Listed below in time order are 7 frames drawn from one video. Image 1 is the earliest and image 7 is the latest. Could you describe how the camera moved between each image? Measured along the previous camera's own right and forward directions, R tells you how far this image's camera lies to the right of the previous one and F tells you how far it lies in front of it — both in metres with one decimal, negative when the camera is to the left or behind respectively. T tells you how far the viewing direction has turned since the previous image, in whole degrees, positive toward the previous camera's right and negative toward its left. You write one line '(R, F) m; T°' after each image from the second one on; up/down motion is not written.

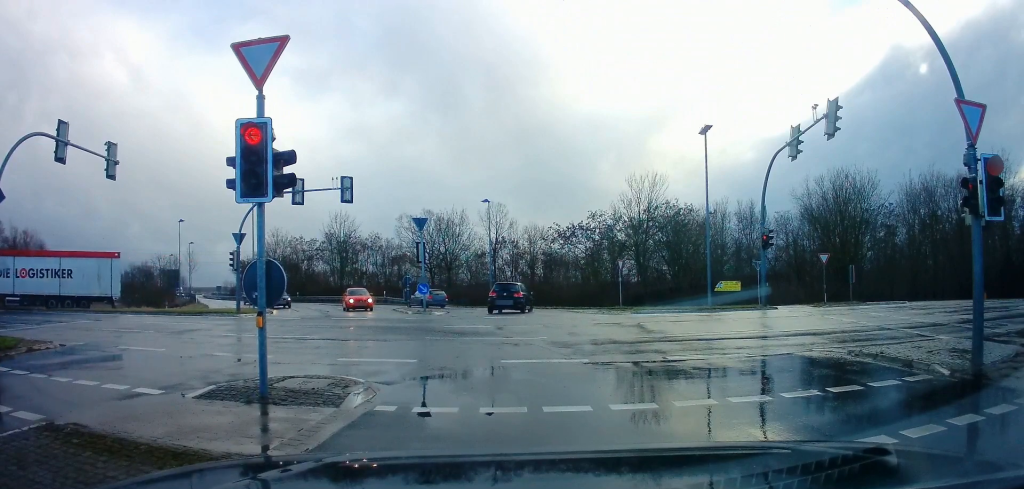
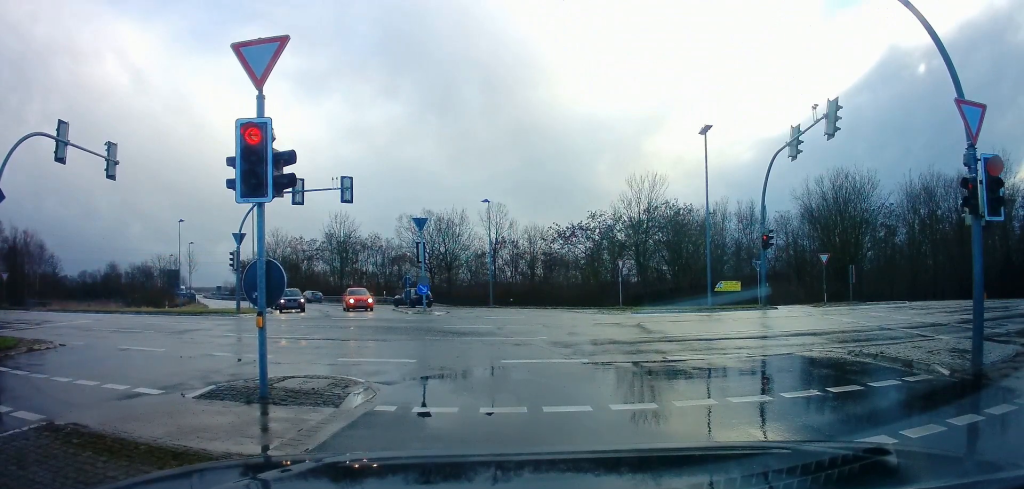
(0.0, 0.0) m; 0°
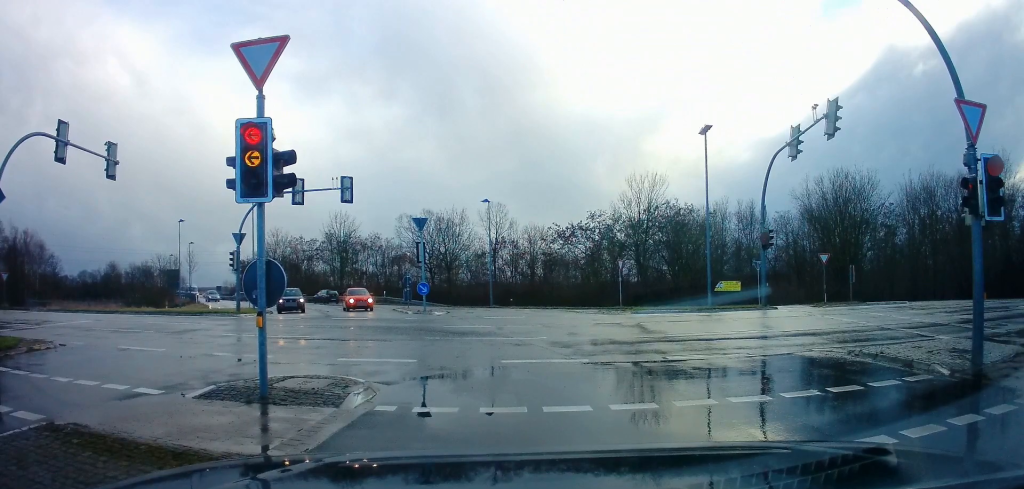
(0.0, 0.0) m; 0°
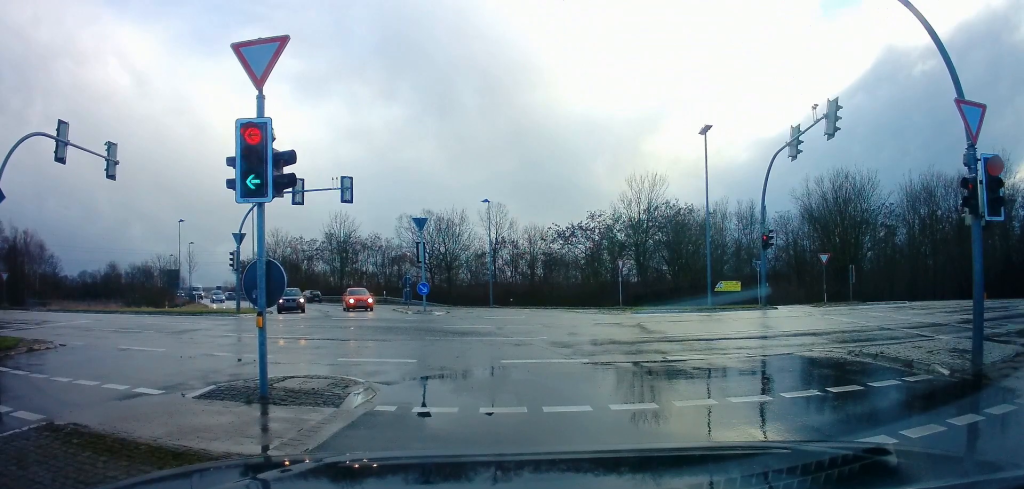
(0.0, 0.0) m; 0°
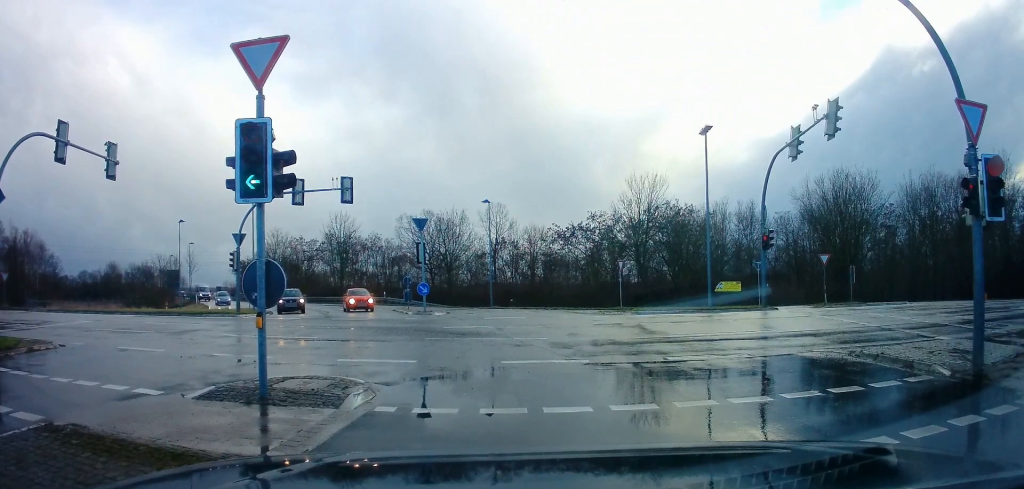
(-0.1, 0.0) m; 0°
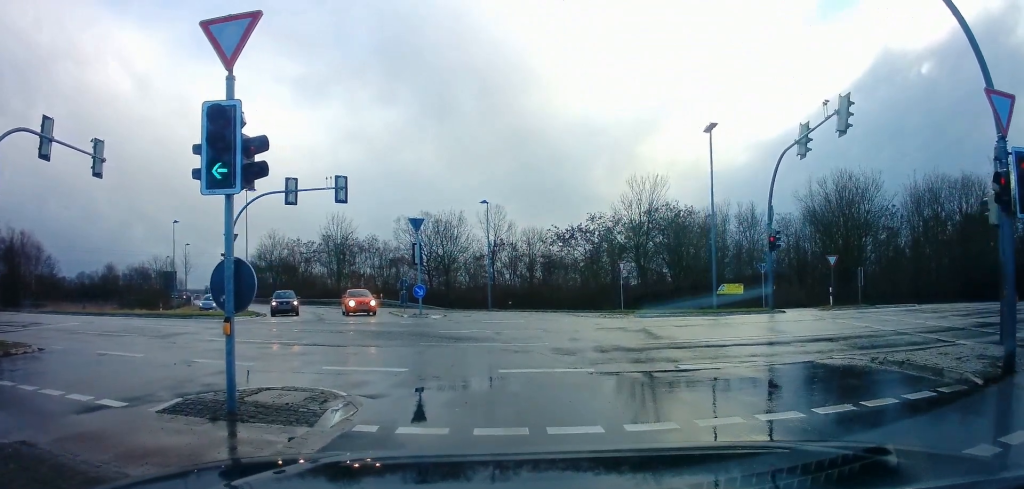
(-0.2, +0.8) m; -4°
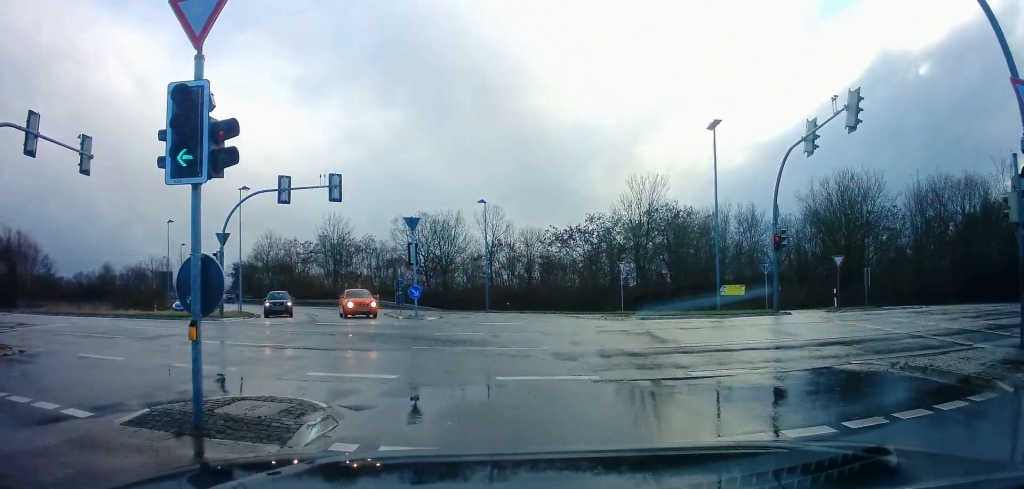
(+0.1, +0.6) m; -3°
